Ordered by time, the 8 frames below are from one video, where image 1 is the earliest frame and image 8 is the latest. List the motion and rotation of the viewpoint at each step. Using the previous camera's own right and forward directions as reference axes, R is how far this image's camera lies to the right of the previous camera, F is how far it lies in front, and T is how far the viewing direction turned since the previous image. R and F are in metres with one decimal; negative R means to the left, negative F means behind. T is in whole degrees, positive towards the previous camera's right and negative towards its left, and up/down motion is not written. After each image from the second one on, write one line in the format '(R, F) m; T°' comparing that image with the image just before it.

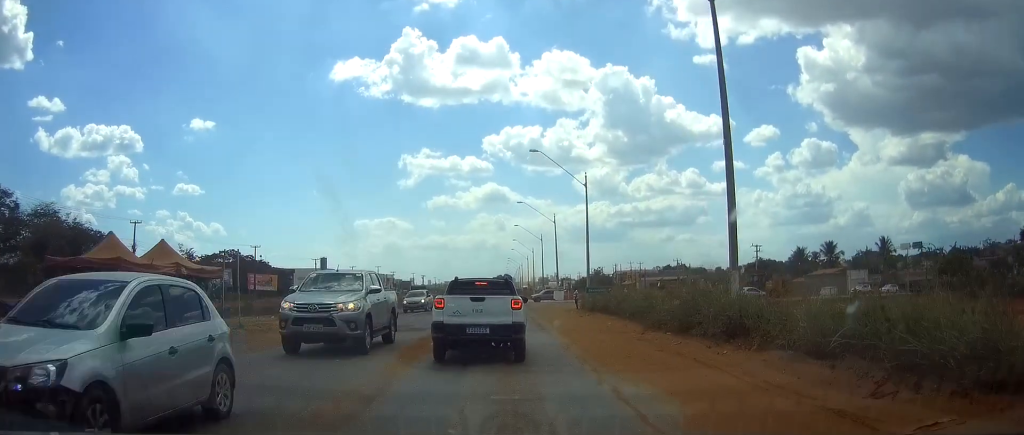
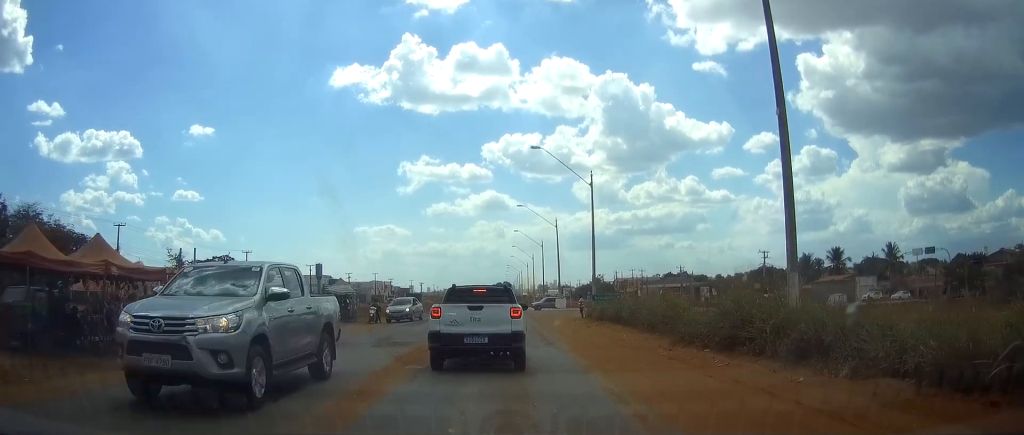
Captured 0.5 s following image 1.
(0.0, +4.3) m; -1°
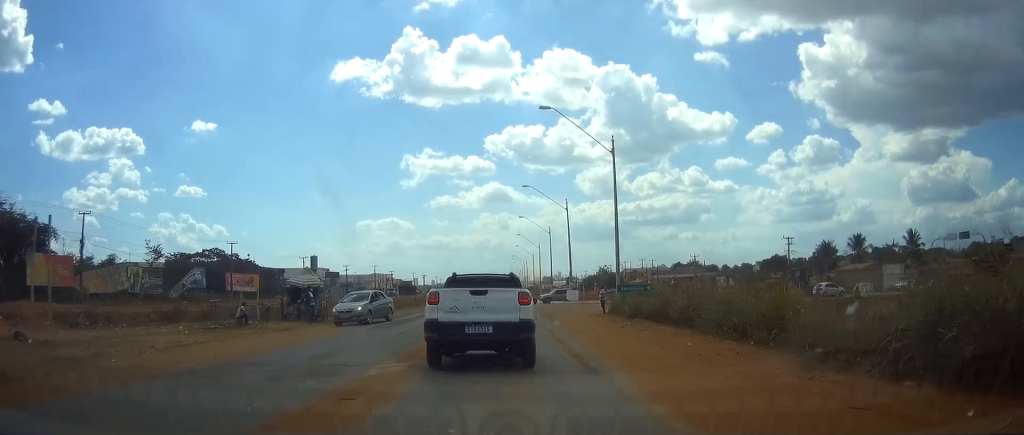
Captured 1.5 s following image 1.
(0.0, +8.5) m; -1°
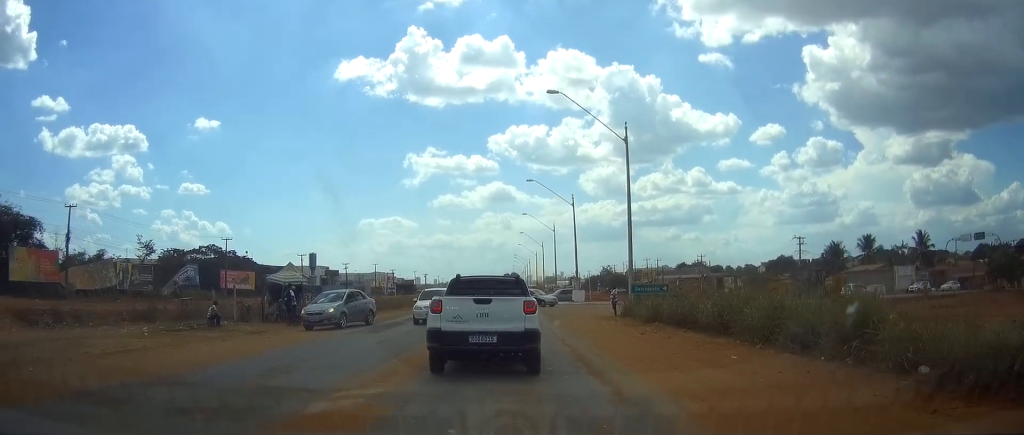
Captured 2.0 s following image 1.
(-0.1, +3.2) m; 0°
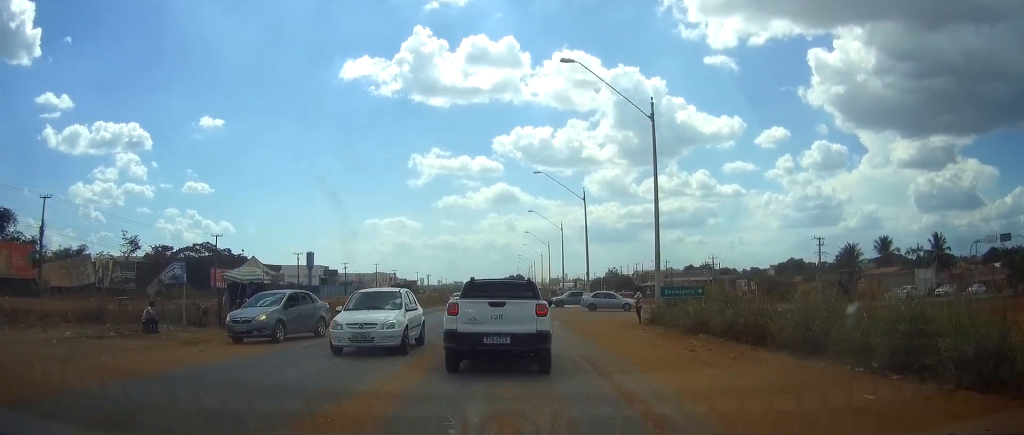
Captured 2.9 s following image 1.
(0.0, +5.7) m; -1°
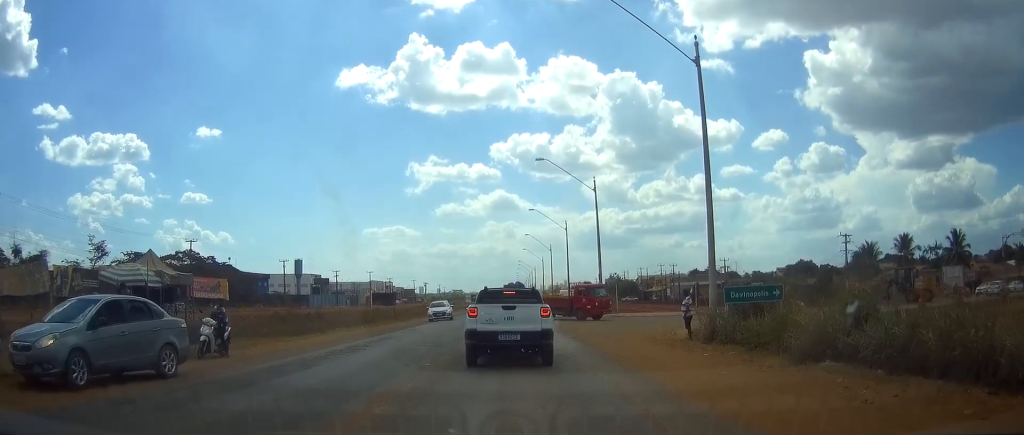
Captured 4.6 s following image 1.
(-0.3, +8.9) m; -3°
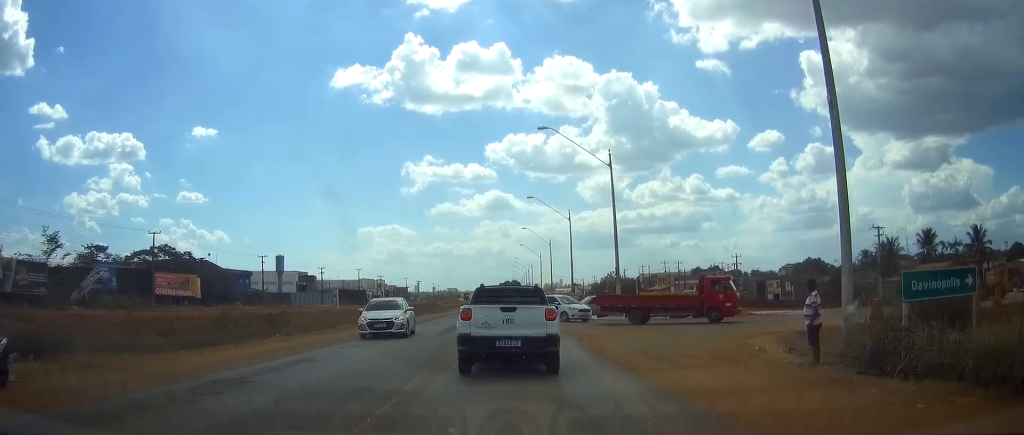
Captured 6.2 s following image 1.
(+0.4, +9.2) m; +3°
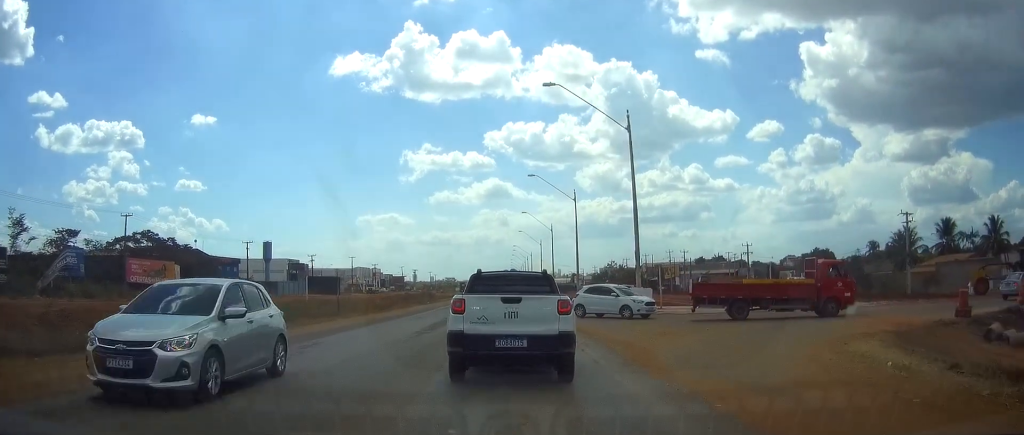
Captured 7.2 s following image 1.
(0.0, +6.5) m; 0°
